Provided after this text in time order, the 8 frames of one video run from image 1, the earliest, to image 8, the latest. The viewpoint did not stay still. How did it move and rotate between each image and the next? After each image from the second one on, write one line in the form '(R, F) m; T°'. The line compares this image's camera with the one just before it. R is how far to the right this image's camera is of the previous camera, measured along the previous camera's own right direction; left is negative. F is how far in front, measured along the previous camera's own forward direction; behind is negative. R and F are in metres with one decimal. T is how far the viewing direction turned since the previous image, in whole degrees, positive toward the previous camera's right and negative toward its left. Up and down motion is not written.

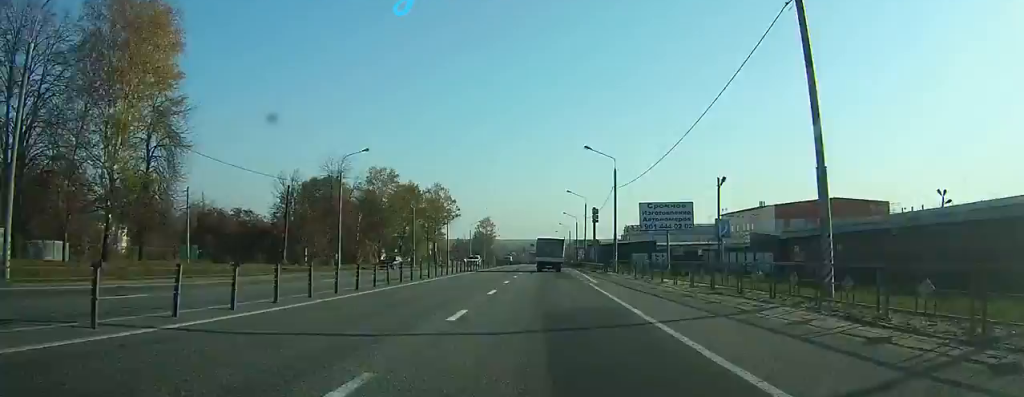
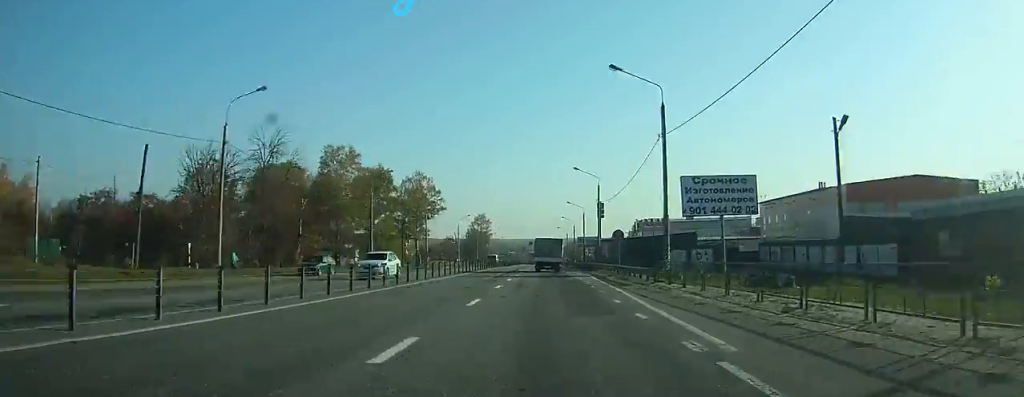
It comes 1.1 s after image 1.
(0.0, +20.3) m; 0°
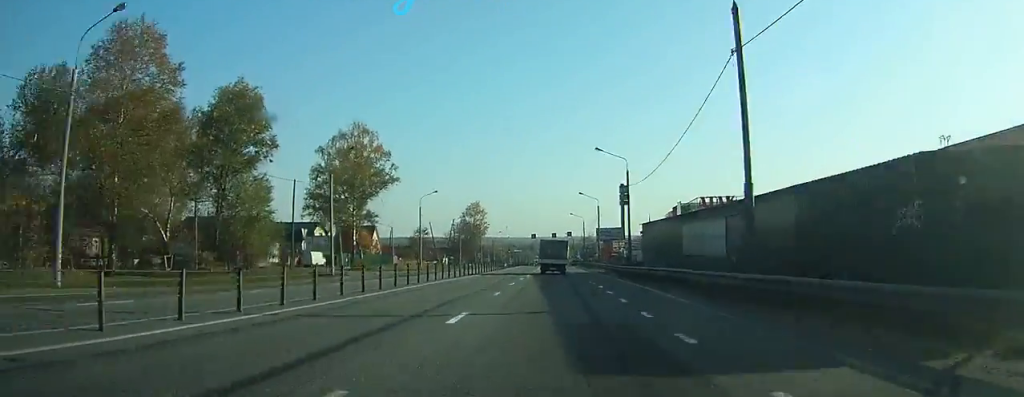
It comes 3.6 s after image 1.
(-0.2, +44.0) m; -1°
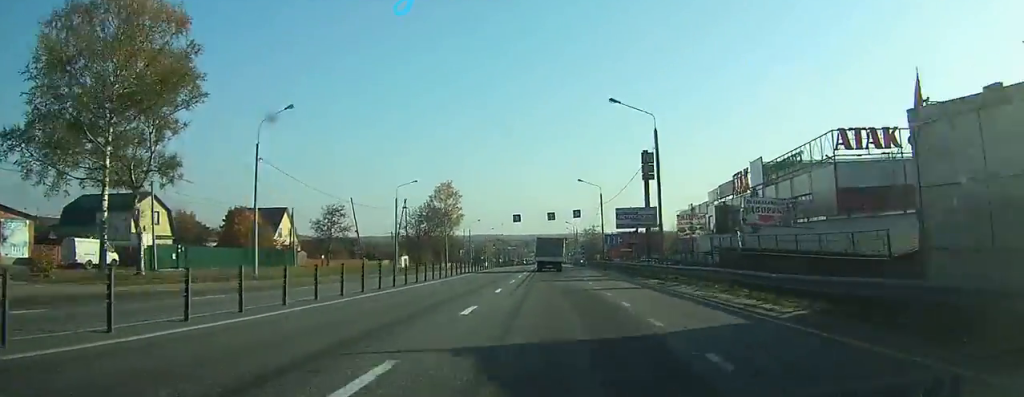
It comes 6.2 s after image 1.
(0.0, +45.9) m; +1°
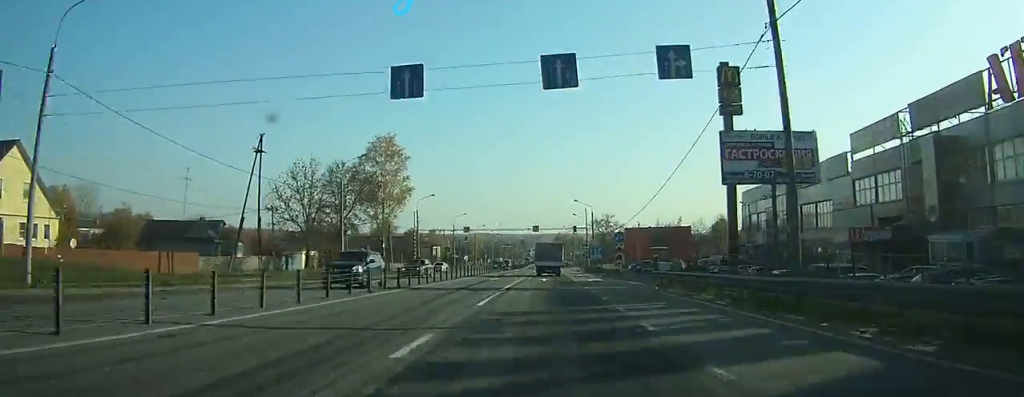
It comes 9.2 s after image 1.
(+0.7, +52.5) m; +1°
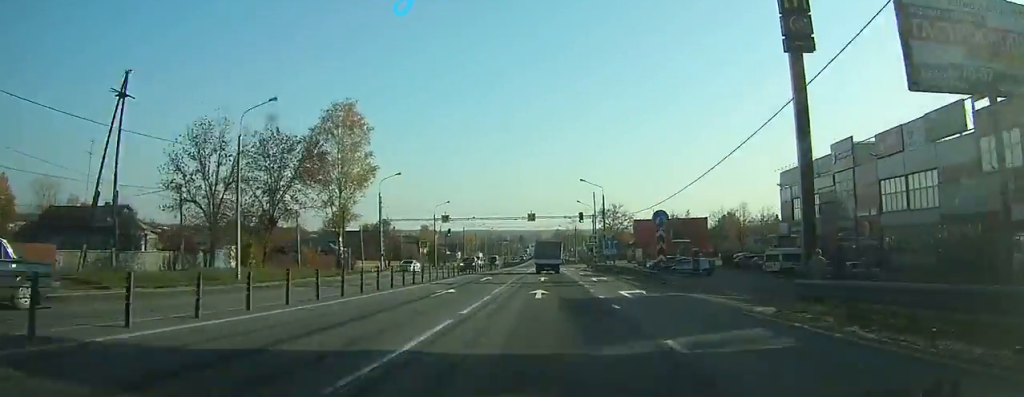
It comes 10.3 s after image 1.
(-0.1, +18.6) m; 0°
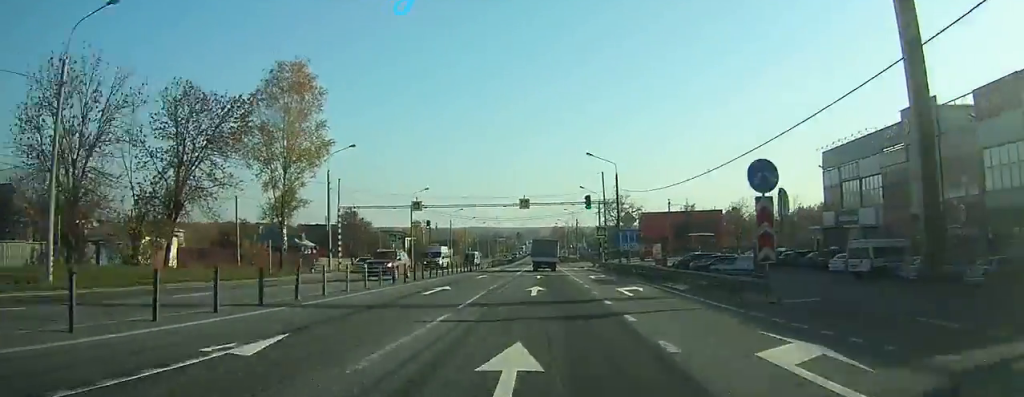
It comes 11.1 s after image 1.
(-0.1, +15.1) m; 0°
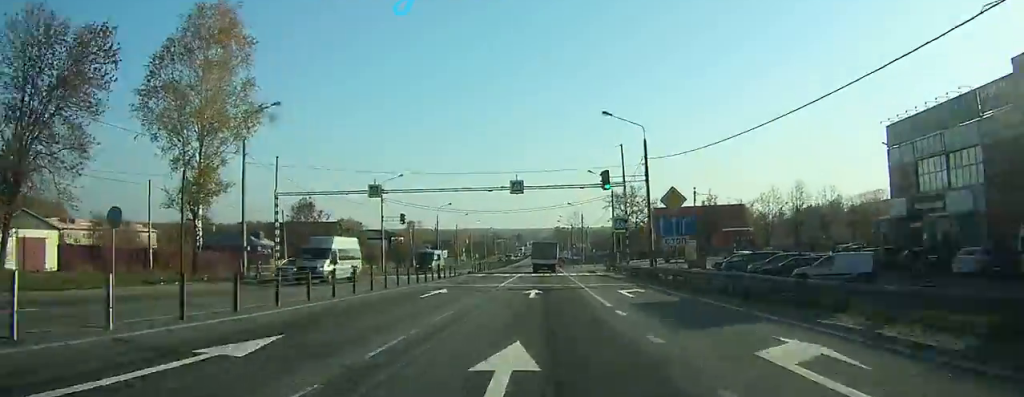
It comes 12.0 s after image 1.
(0.0, +15.2) m; 0°
